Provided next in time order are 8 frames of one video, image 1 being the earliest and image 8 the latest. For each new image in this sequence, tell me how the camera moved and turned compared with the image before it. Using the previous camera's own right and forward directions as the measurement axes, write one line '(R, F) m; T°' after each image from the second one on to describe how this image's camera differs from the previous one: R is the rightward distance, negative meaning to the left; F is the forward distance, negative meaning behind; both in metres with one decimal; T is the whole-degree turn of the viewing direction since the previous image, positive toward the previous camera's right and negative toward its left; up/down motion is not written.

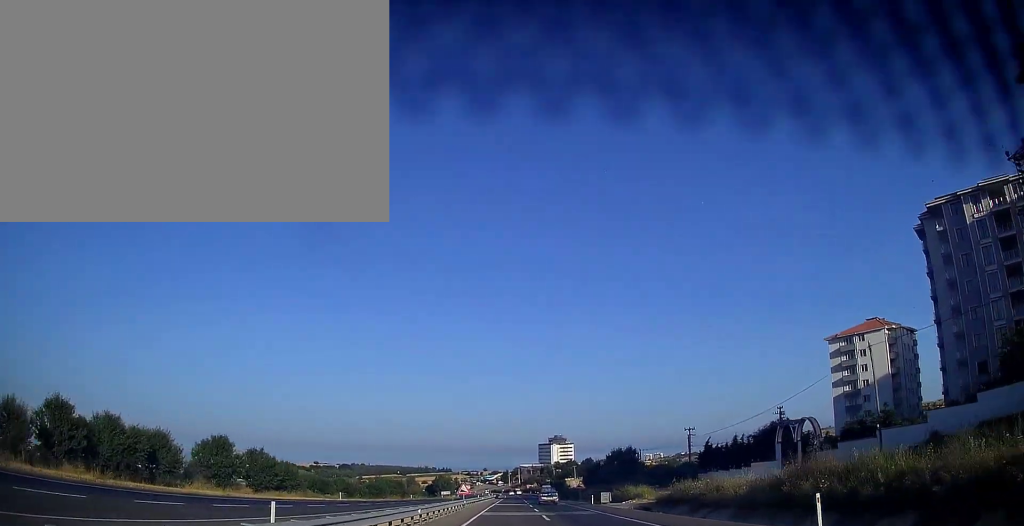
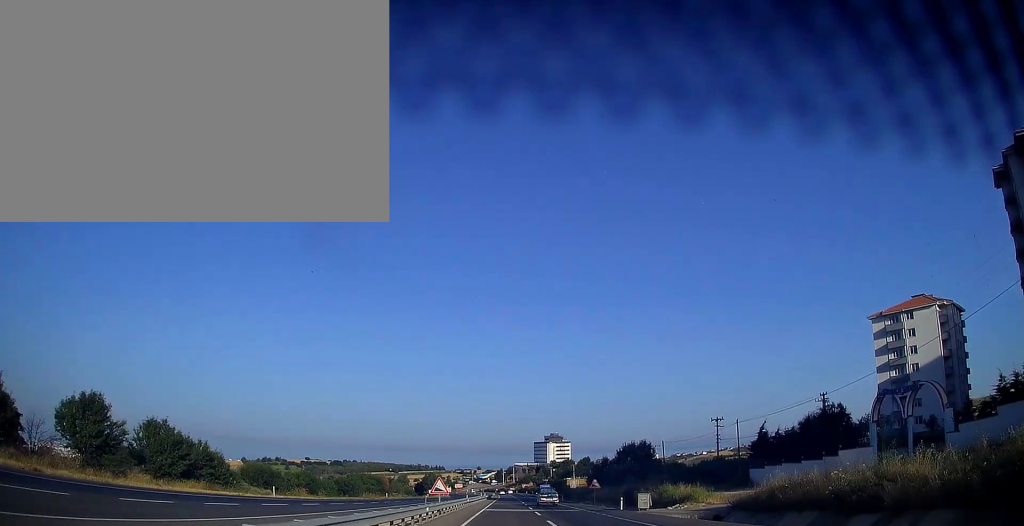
(-0.1, +18.3) m; +1°
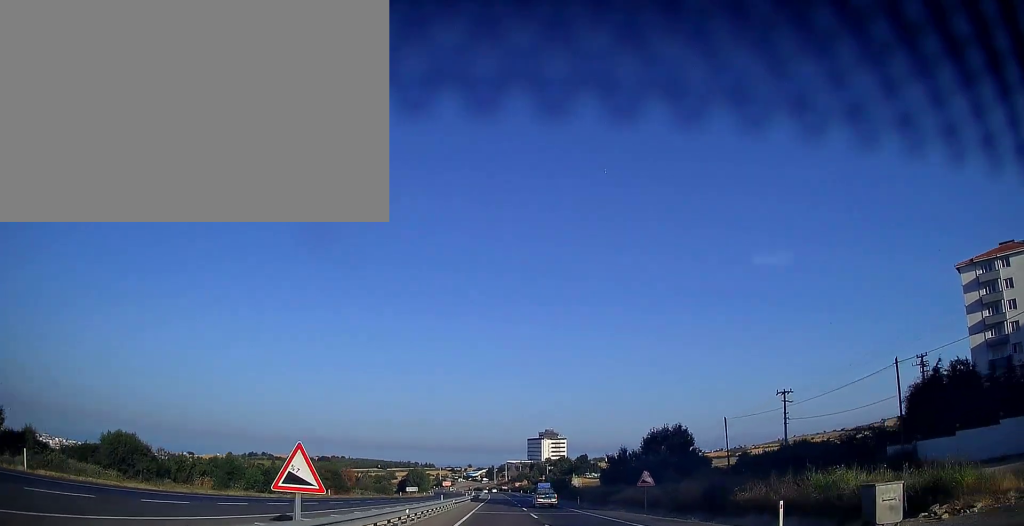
(+0.6, +27.6) m; +1°
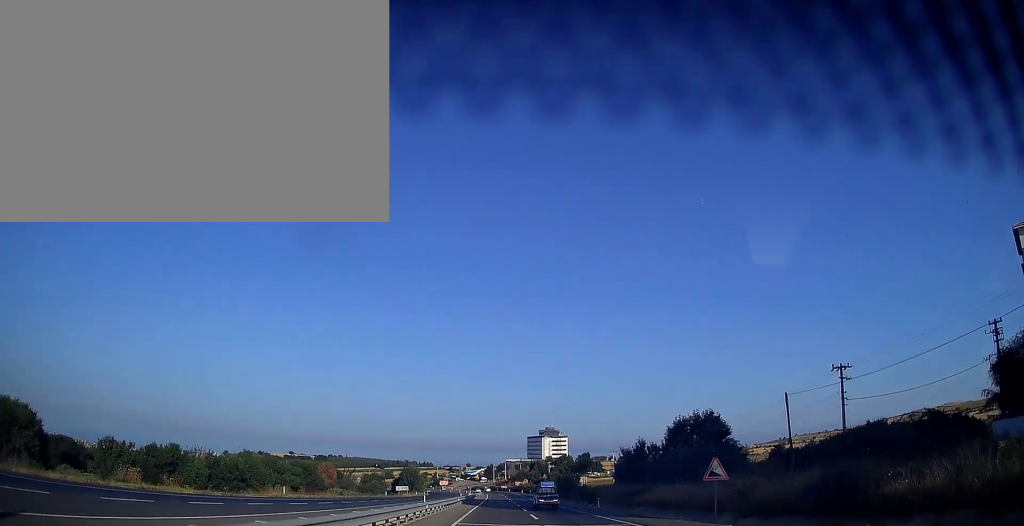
(0.0, +13.9) m; 0°
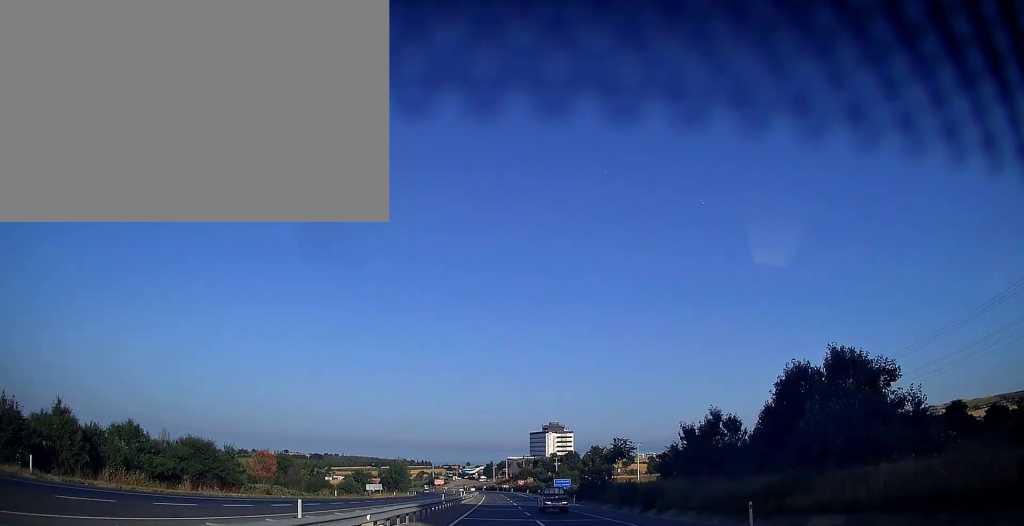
(-0.1, +31.4) m; 0°
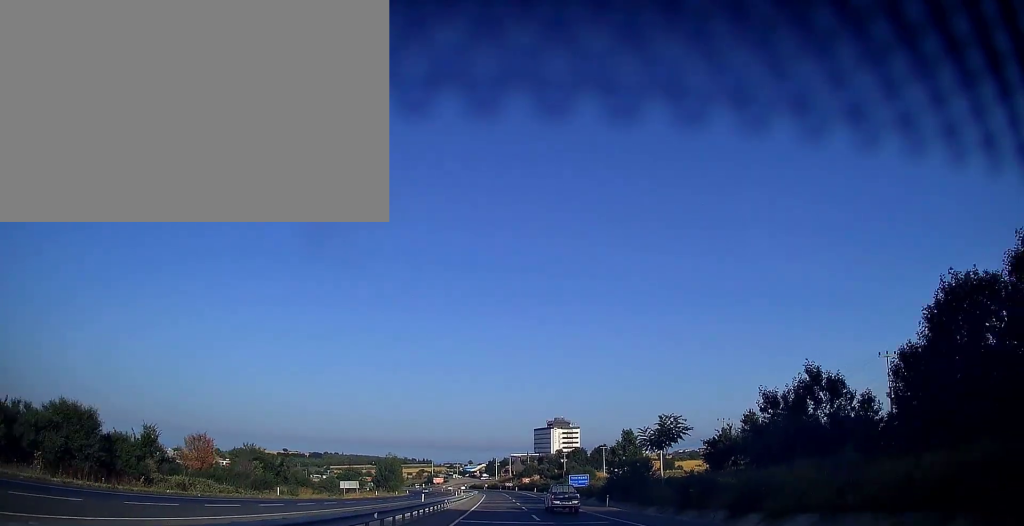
(+0.1, +19.4) m; 0°
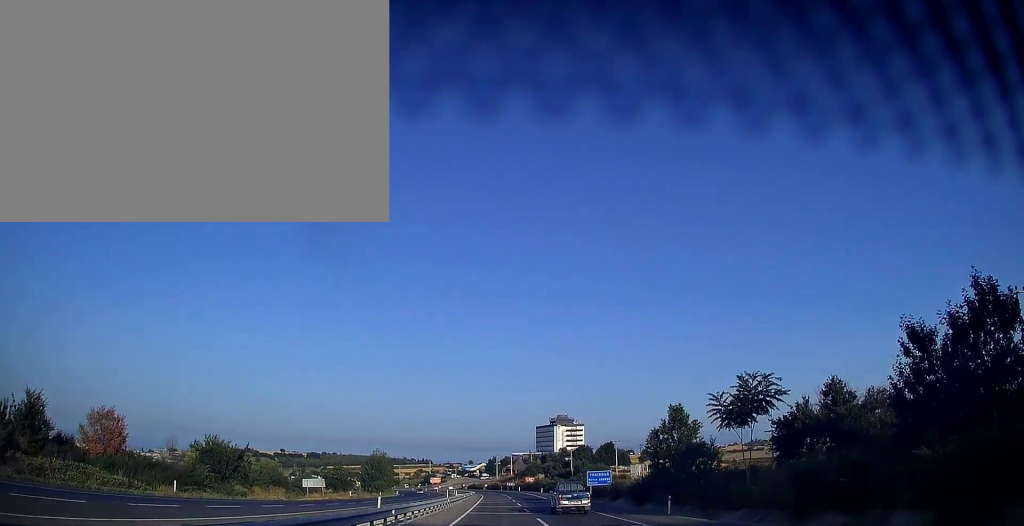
(0.0, +17.5) m; 0°
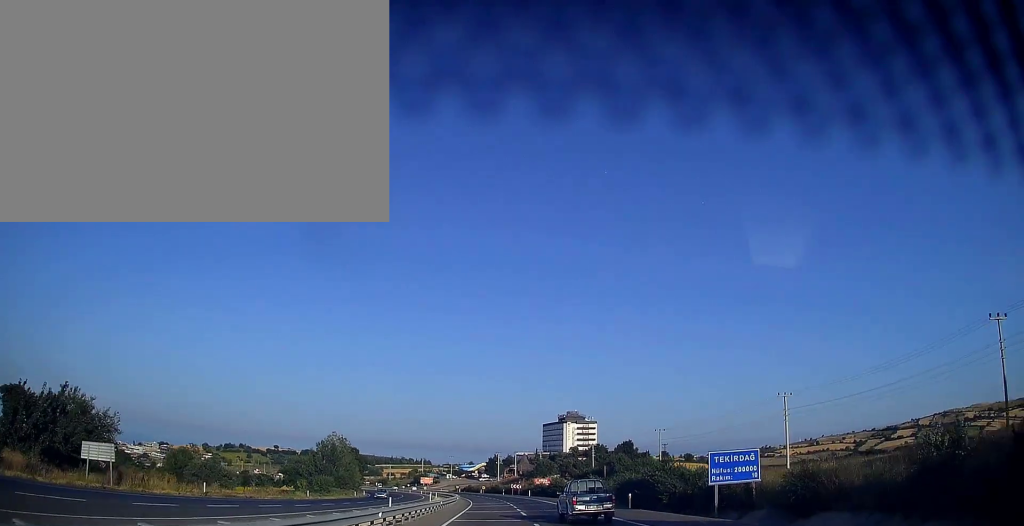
(-0.4, +41.0) m; -1°
